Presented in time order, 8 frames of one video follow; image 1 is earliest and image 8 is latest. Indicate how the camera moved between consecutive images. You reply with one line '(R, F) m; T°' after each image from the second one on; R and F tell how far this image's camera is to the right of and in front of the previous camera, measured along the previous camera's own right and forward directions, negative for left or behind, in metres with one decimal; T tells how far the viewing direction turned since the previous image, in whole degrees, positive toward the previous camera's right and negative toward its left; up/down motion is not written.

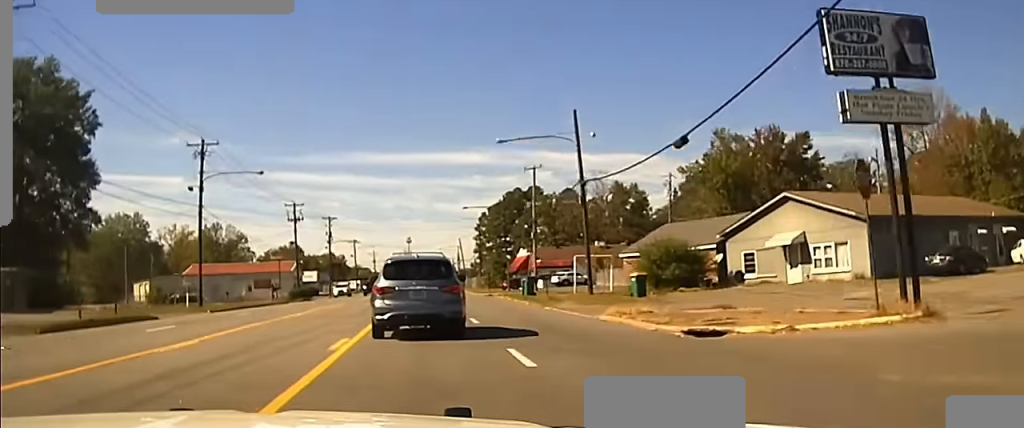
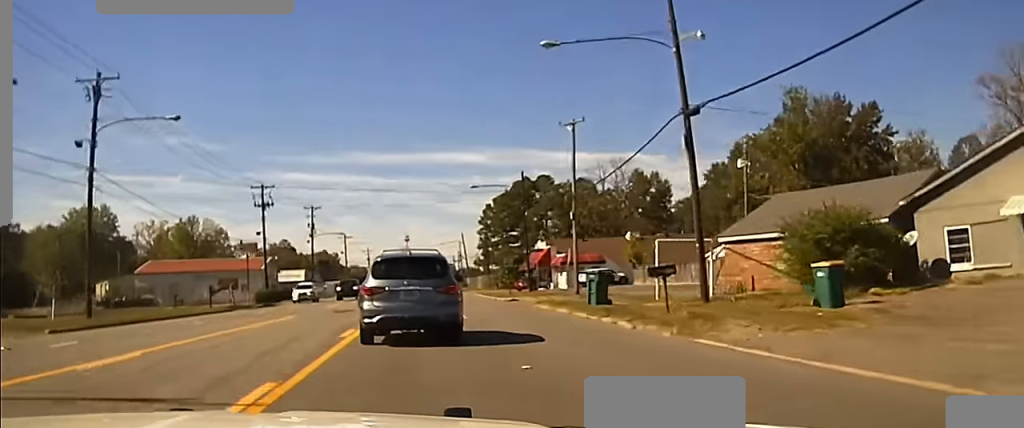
(+0.1, +19.4) m; 0°
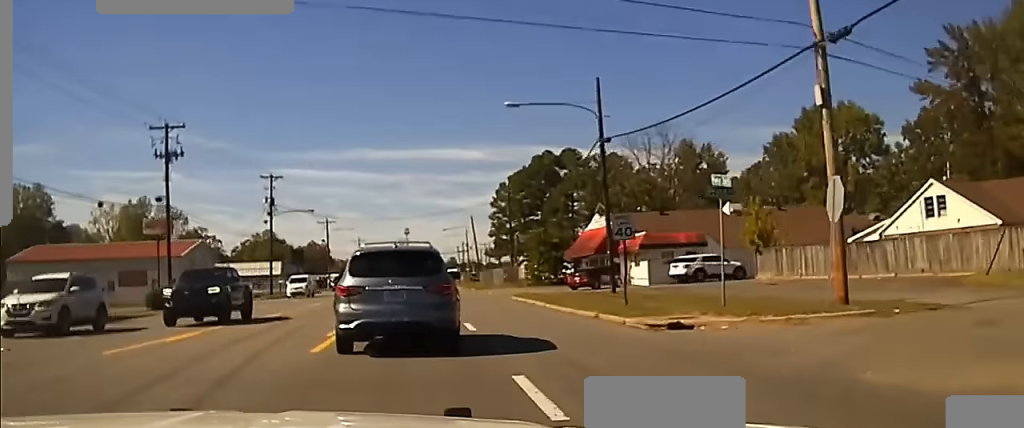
(0.0, +33.5) m; +1°
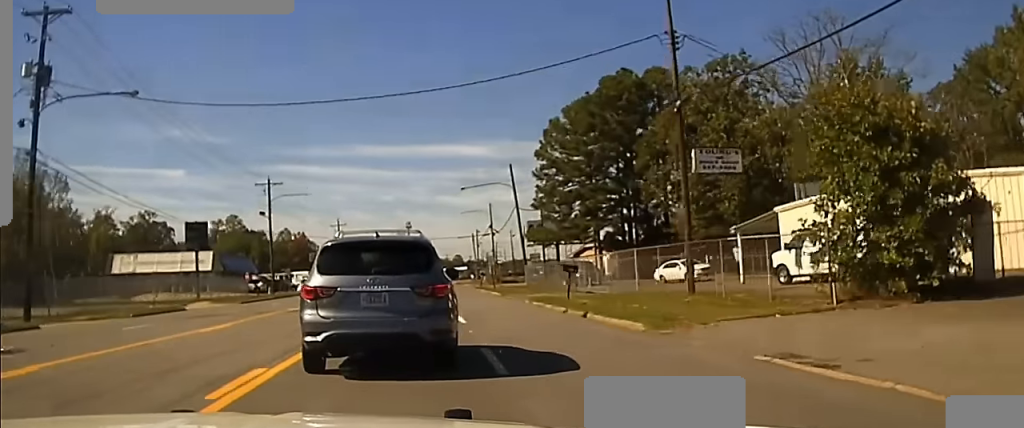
(+0.4, +59.1) m; 0°
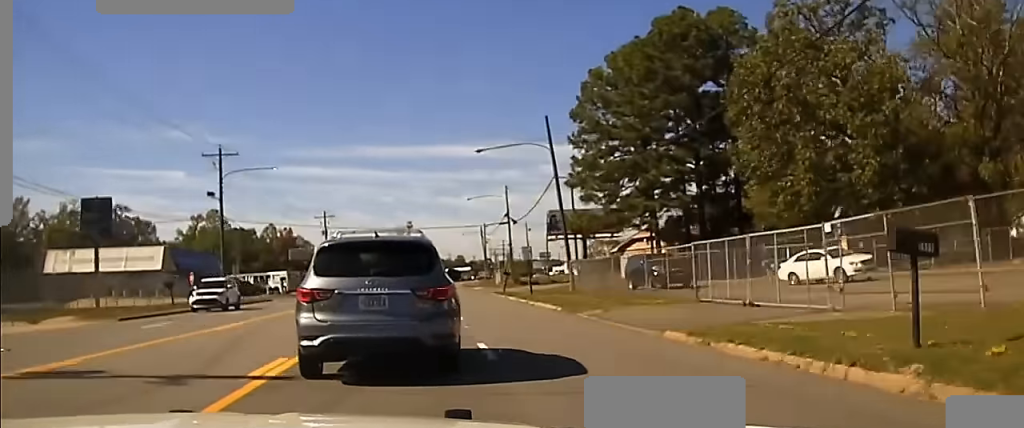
(-0.2, +22.3) m; 0°
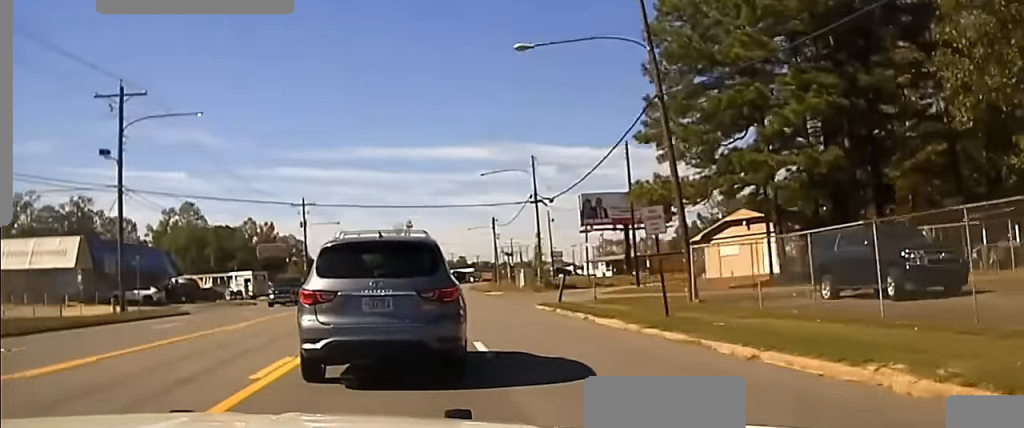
(+0.2, +22.7) m; 0°
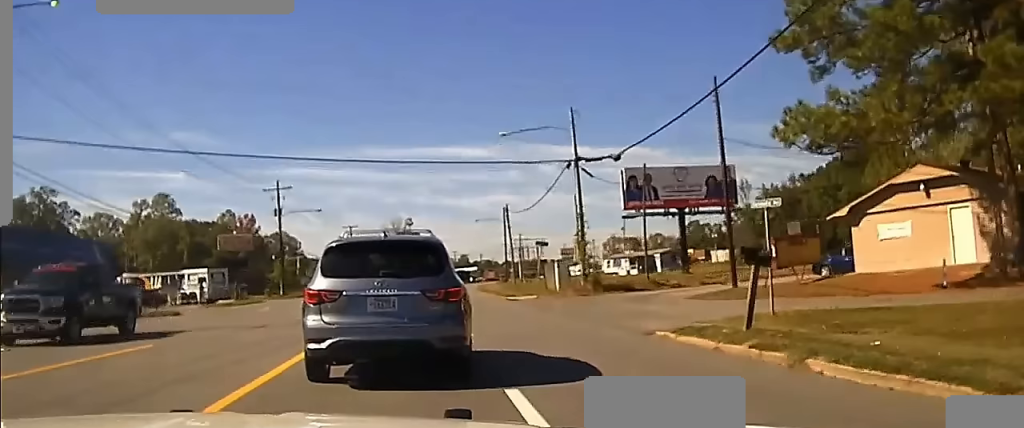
(+0.3, +18.7) m; 0°
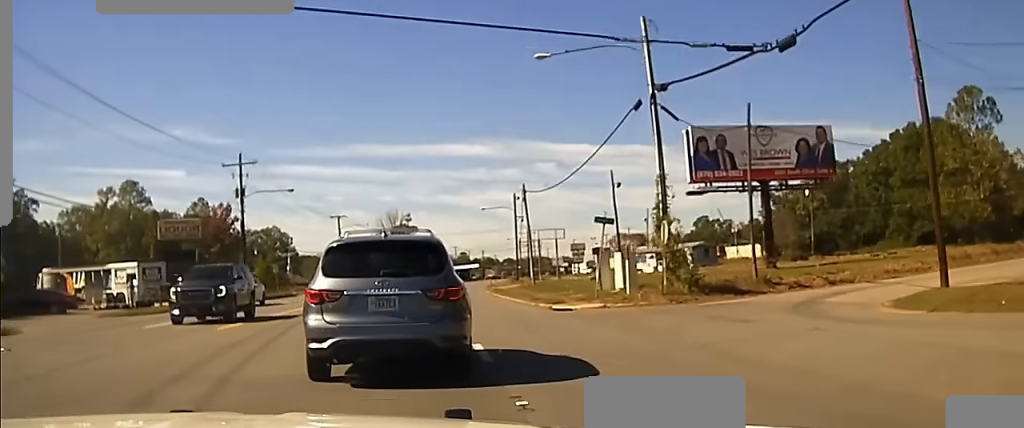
(-0.4, +17.7) m; -1°
